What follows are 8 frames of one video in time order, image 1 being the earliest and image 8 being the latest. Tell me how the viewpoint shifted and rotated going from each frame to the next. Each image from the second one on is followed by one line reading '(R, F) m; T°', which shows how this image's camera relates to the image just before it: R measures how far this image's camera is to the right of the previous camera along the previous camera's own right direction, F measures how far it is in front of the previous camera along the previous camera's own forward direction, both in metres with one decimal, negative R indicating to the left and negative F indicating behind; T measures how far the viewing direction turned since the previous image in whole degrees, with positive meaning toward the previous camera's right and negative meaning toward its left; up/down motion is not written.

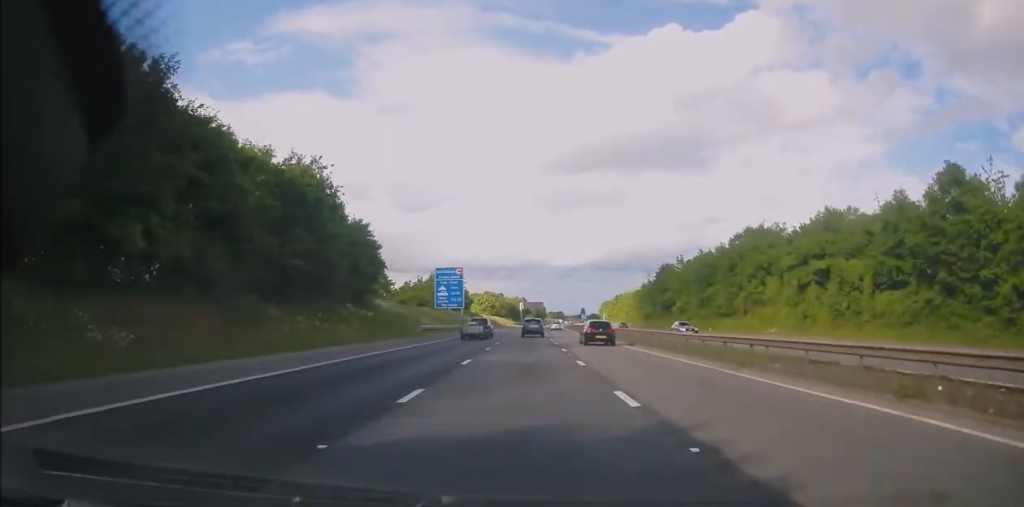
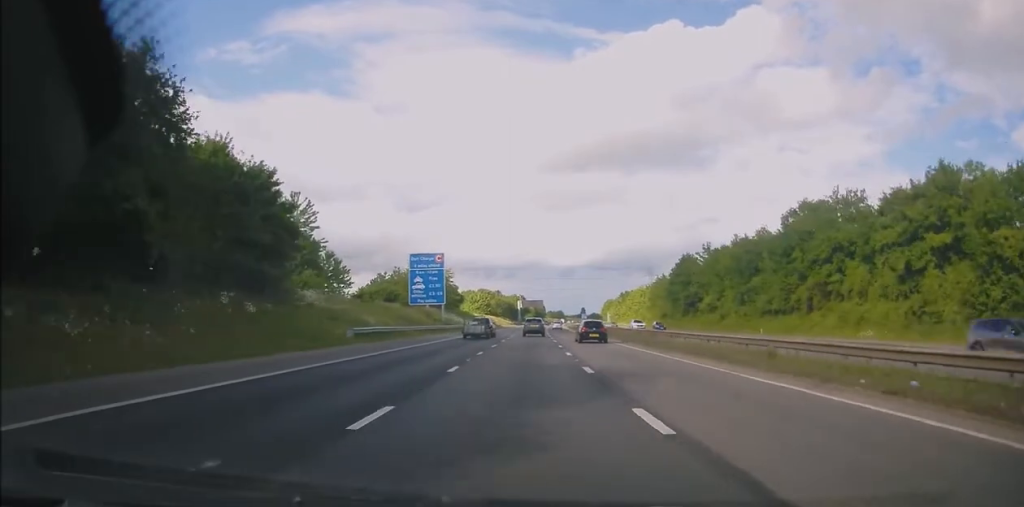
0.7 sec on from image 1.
(+0.1, +20.2) m; 0°
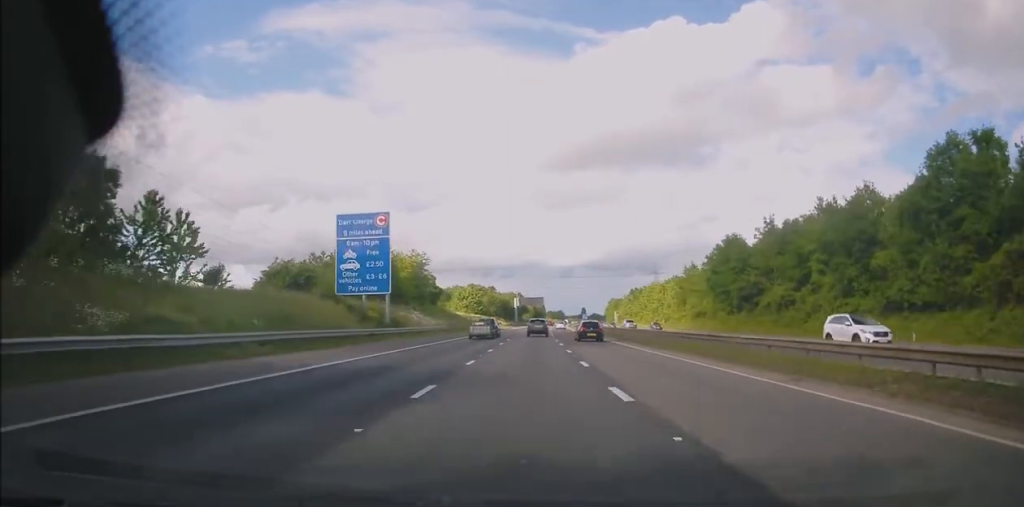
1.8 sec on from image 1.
(+0.1, +29.2) m; 0°
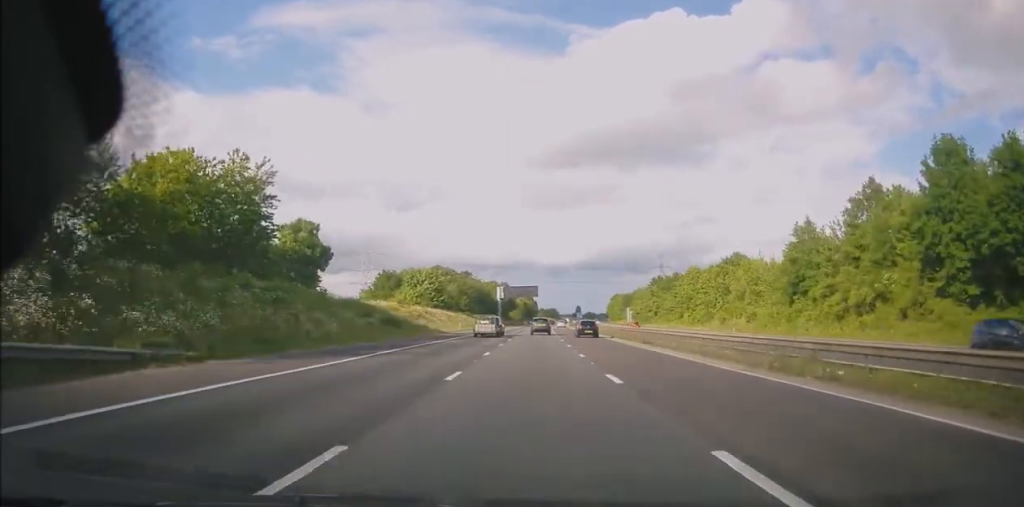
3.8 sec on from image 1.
(+0.5, +55.2) m; +1°
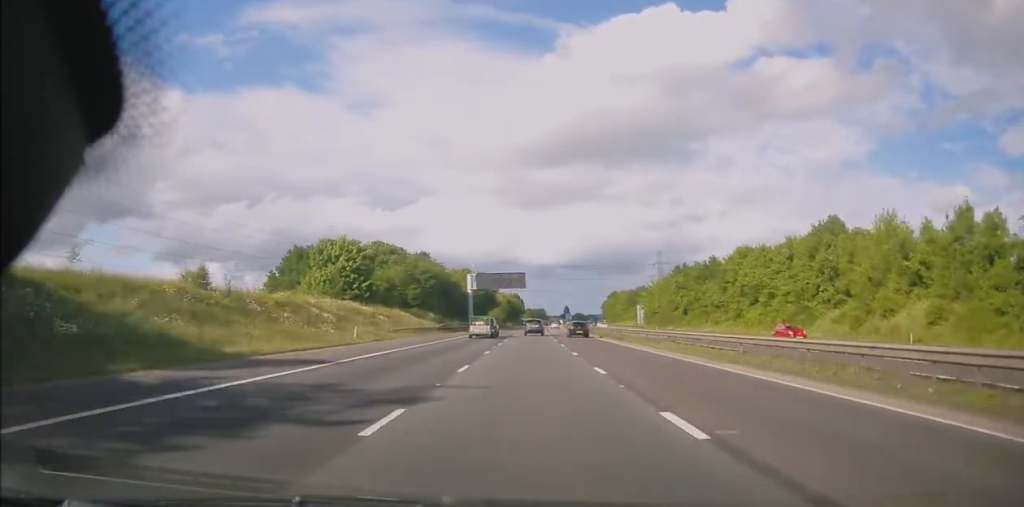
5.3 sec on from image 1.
(-0.1, +41.4) m; 0°
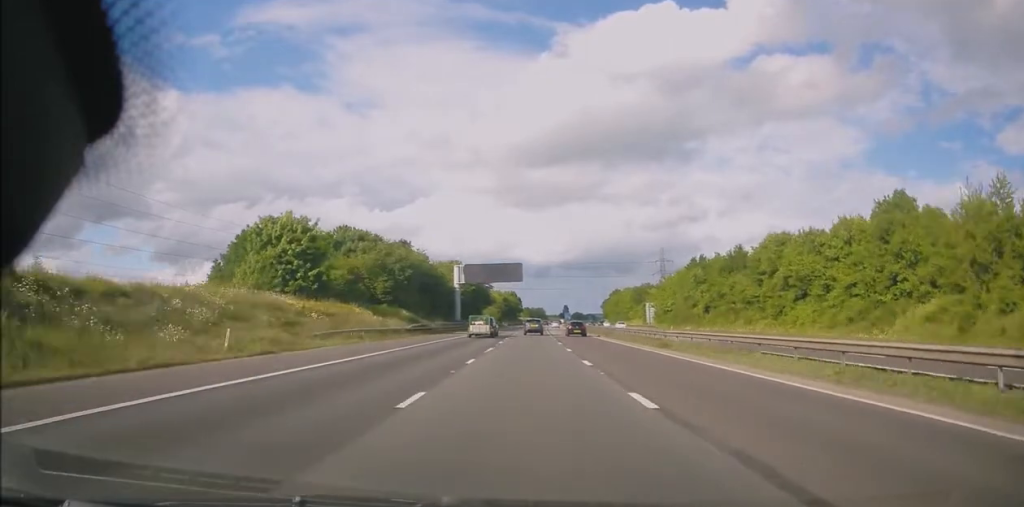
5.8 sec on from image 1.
(+0.1, +15.2) m; +1°
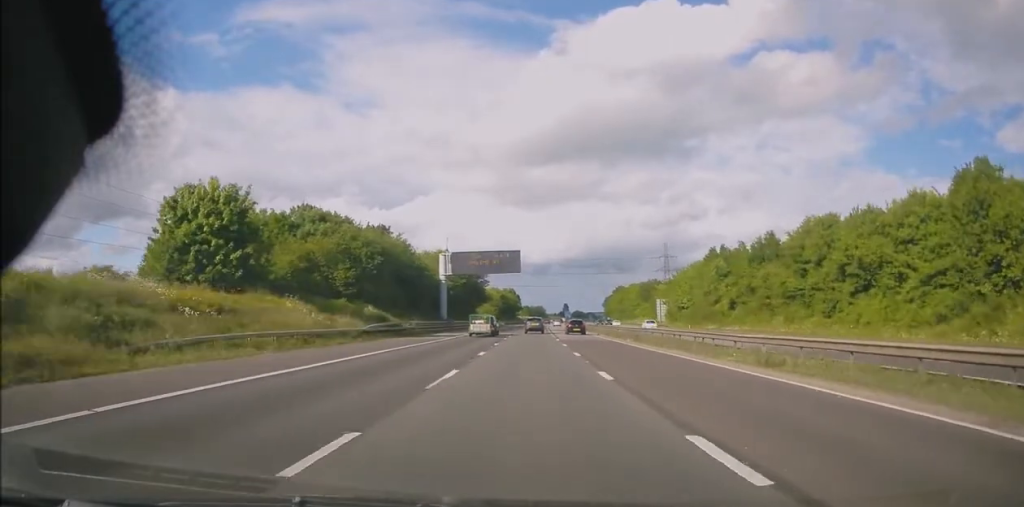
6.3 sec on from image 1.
(0.0, +13.3) m; +1°
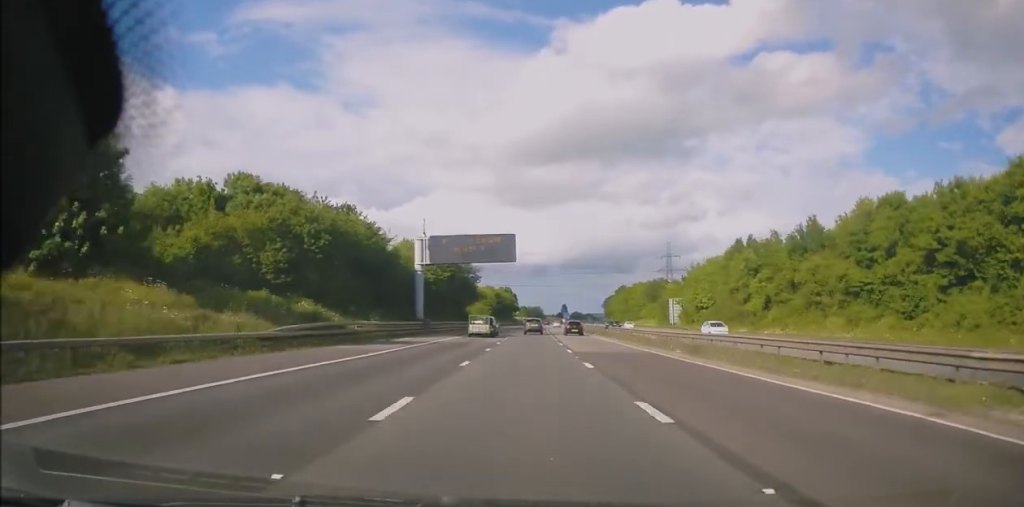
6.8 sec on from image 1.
(+0.2, +14.3) m; 0°
